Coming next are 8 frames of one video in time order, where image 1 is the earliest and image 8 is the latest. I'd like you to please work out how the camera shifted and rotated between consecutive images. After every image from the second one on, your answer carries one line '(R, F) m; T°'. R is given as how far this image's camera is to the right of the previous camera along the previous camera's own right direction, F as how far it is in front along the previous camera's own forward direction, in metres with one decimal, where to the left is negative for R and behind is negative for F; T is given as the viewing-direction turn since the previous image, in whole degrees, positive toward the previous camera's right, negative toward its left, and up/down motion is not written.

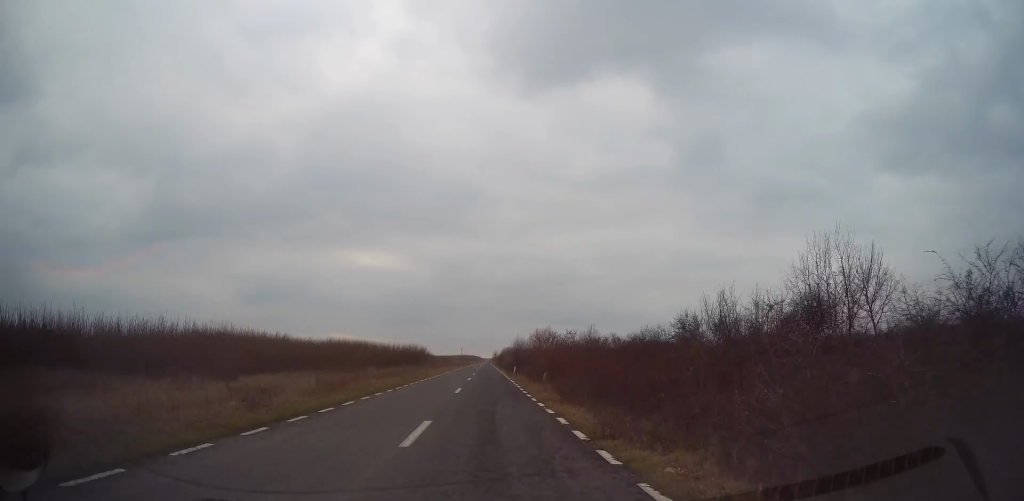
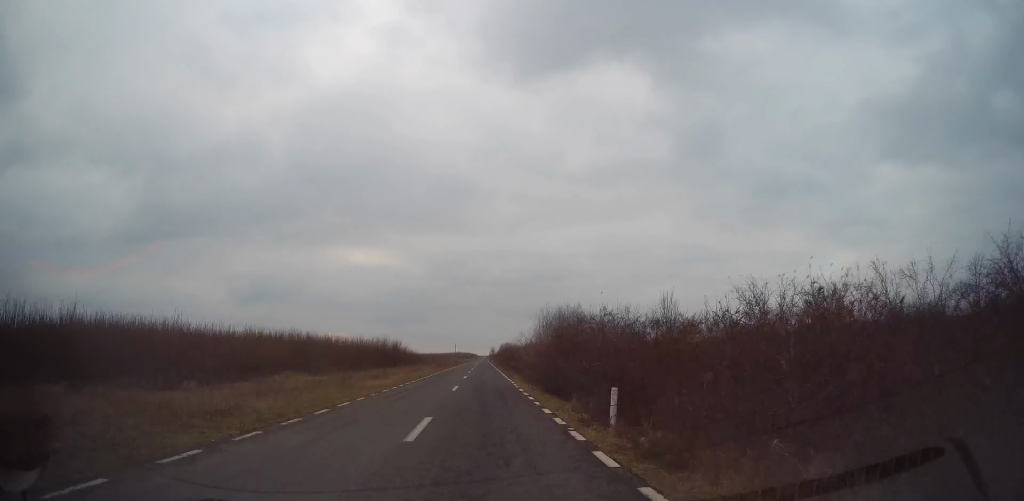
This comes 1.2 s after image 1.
(+0.5, +35.2) m; +1°
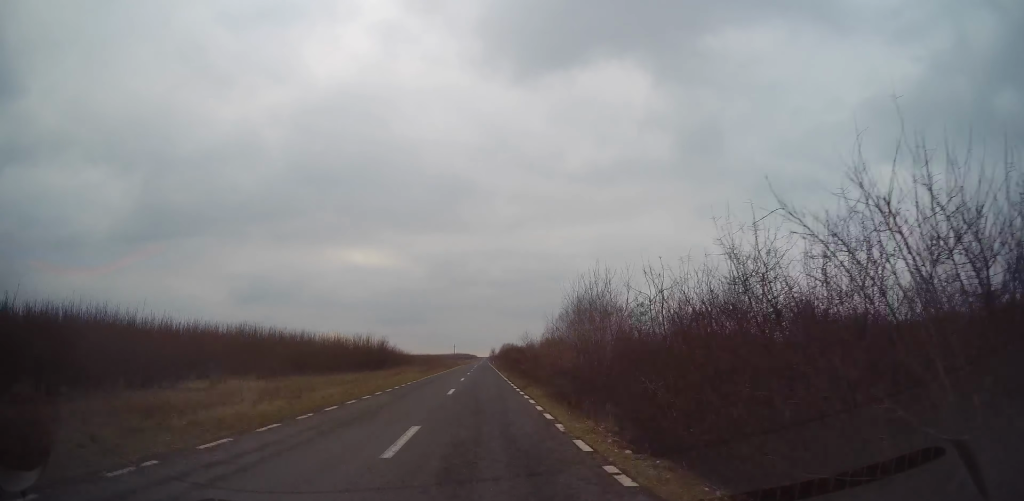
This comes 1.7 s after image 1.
(+0.2, +13.4) m; 0°
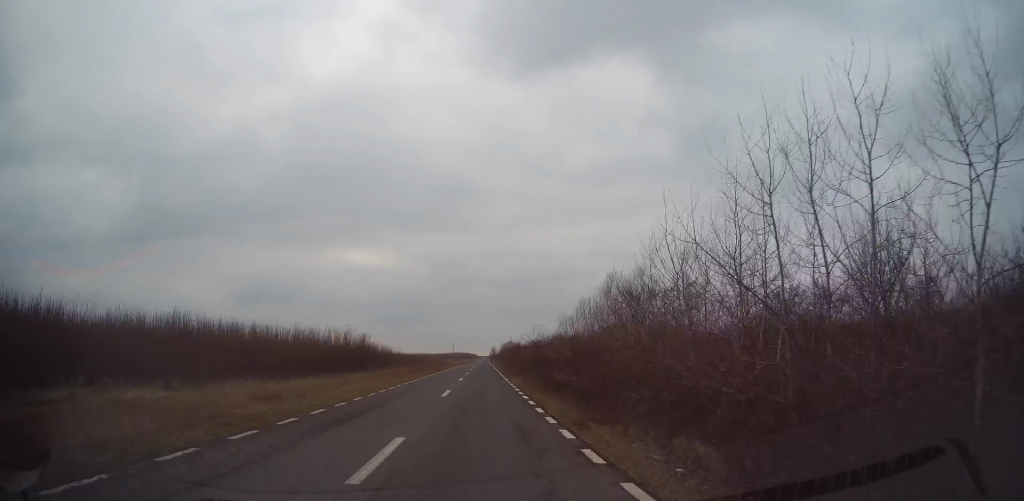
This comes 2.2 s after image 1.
(-0.1, +13.3) m; 0°
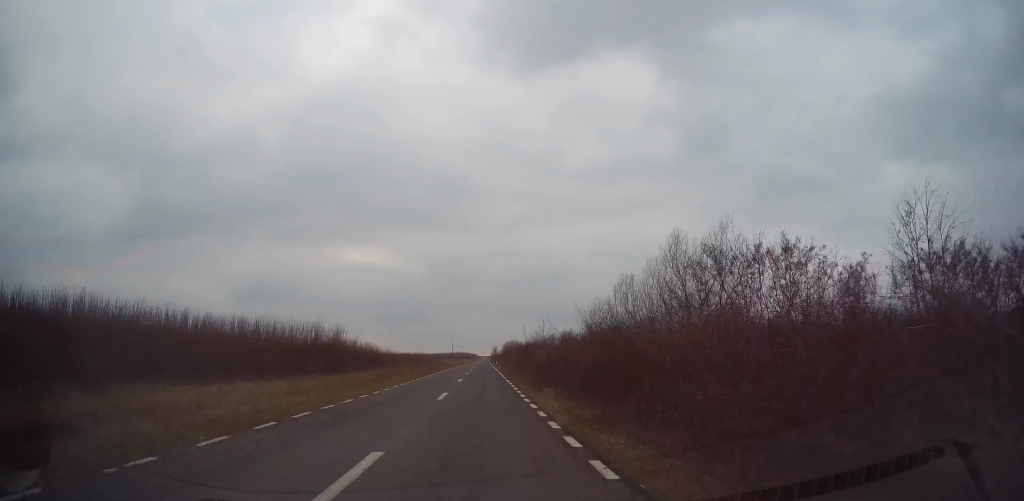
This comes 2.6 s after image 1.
(-0.1, +13.3) m; 0°
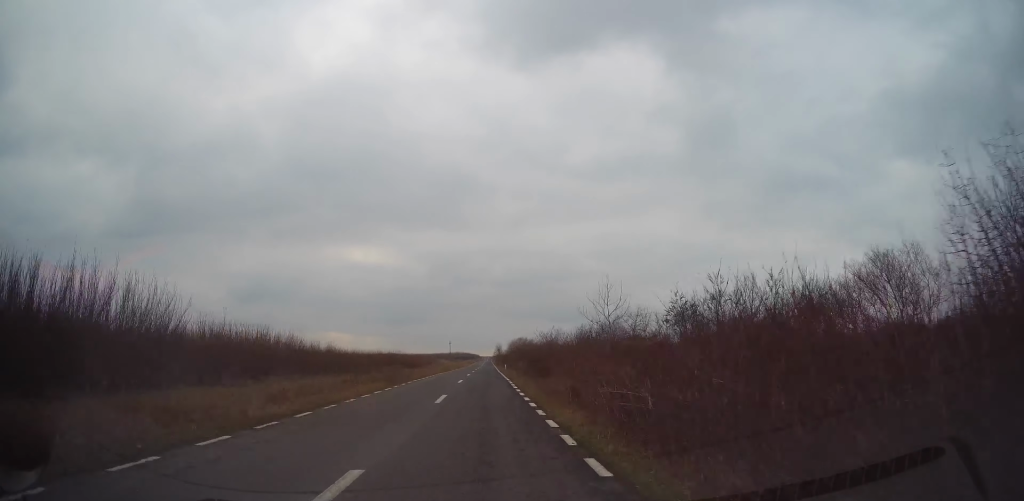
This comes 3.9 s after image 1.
(-0.2, +36.4) m; -1°
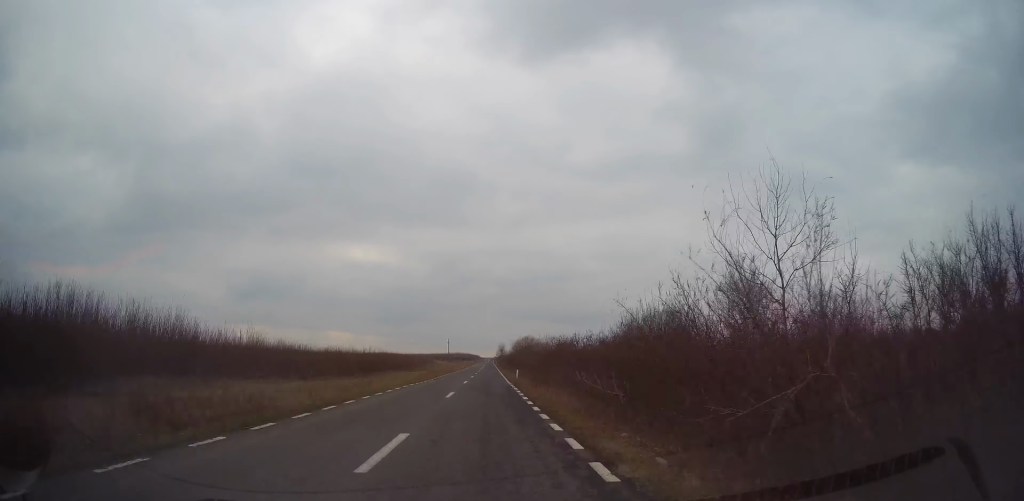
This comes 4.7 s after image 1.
(-0.2, +20.4) m; 0°
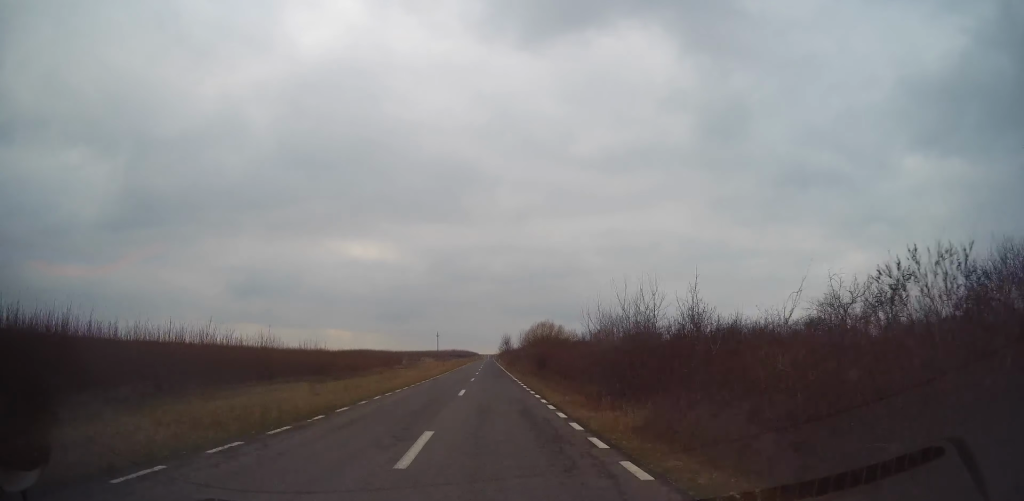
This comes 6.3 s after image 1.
(+0.6, +46.6) m; +1°
